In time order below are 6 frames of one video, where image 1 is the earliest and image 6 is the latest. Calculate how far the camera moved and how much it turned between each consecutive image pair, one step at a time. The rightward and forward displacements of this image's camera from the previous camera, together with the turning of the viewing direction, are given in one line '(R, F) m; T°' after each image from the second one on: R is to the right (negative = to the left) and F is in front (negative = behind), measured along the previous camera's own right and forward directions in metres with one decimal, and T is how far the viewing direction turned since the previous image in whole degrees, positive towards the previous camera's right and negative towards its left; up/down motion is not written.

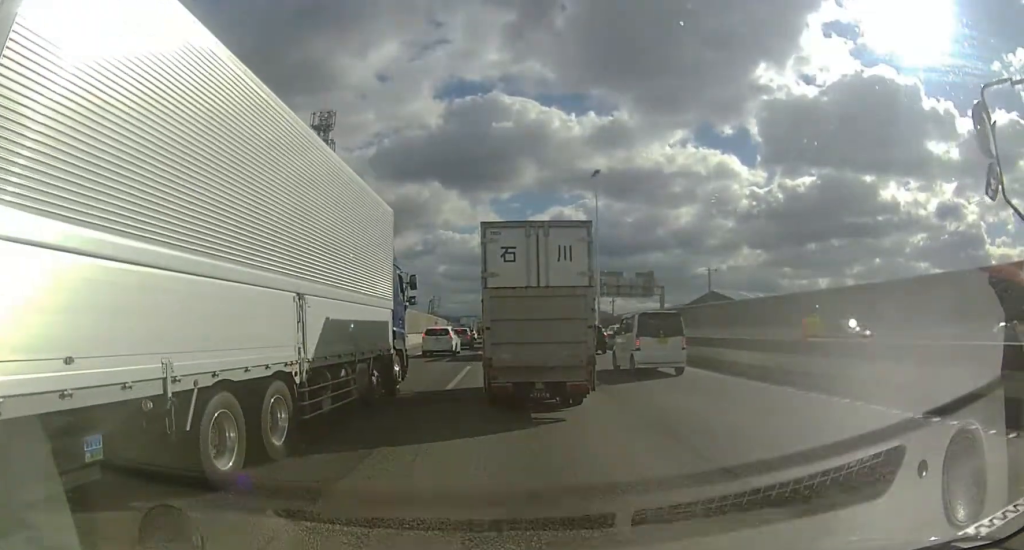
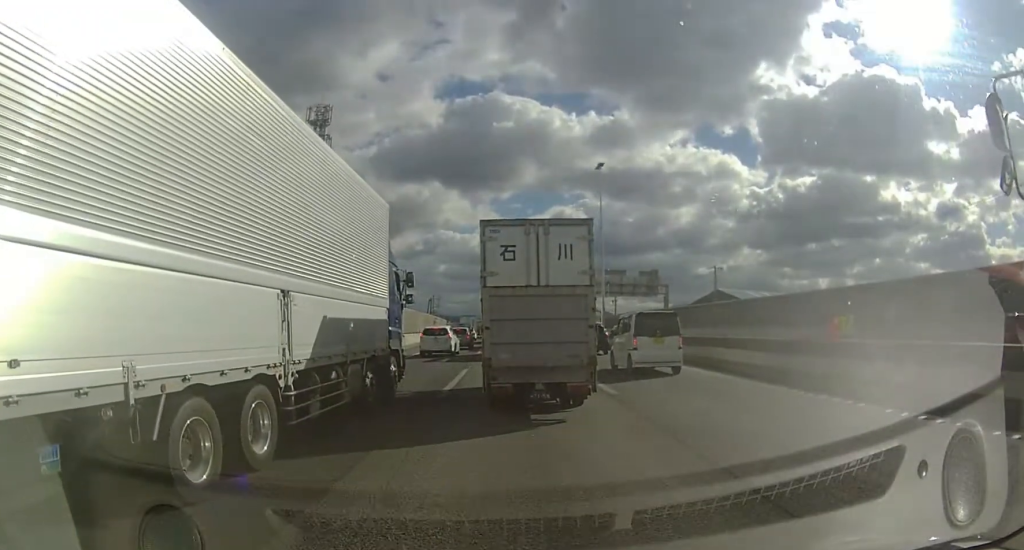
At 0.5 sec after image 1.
(0.0, +2.0) m; 0°
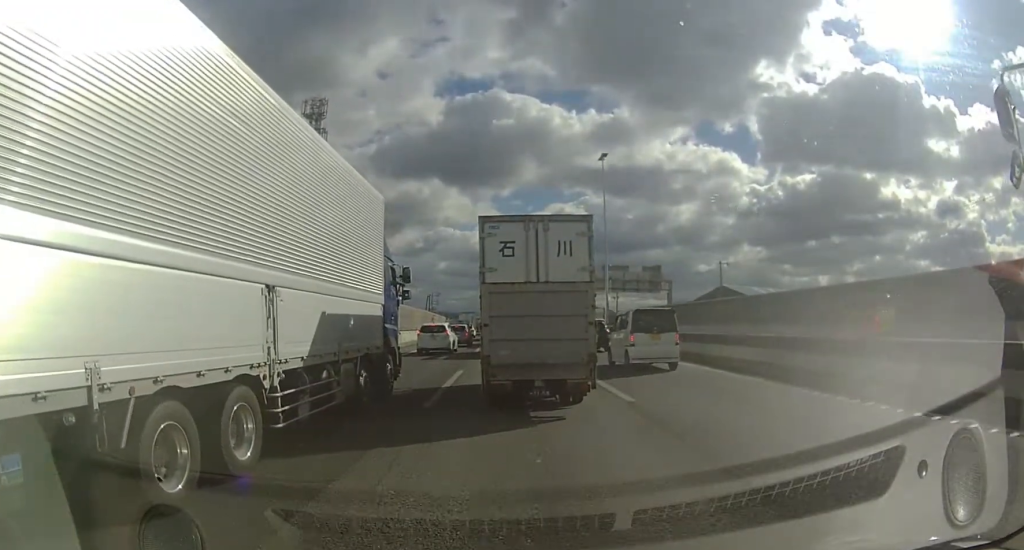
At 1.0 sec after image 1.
(0.0, +1.8) m; 0°
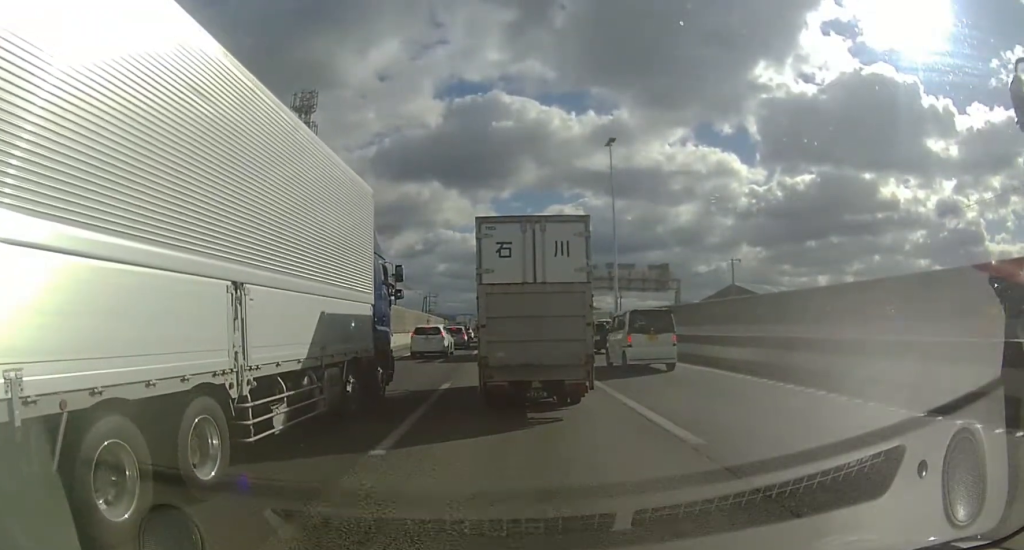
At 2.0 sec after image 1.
(0.0, +4.1) m; 0°
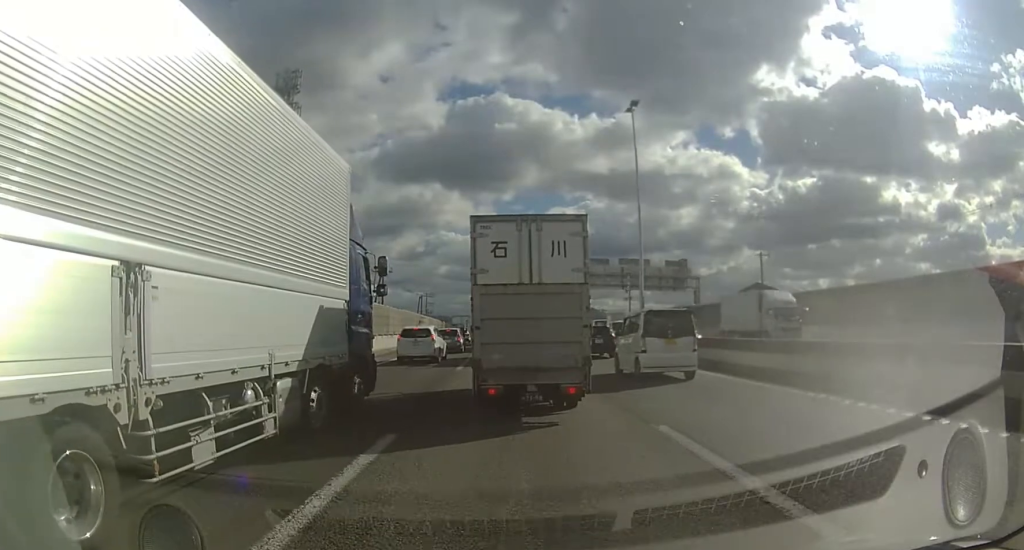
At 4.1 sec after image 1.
(0.0, +7.0) m; 0°
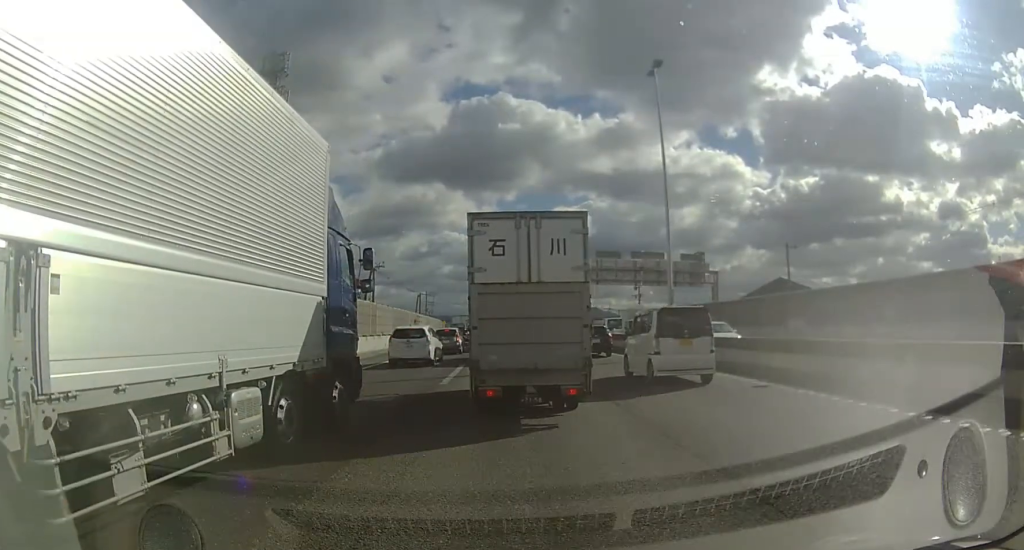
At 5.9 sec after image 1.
(0.0, +5.4) m; 0°
